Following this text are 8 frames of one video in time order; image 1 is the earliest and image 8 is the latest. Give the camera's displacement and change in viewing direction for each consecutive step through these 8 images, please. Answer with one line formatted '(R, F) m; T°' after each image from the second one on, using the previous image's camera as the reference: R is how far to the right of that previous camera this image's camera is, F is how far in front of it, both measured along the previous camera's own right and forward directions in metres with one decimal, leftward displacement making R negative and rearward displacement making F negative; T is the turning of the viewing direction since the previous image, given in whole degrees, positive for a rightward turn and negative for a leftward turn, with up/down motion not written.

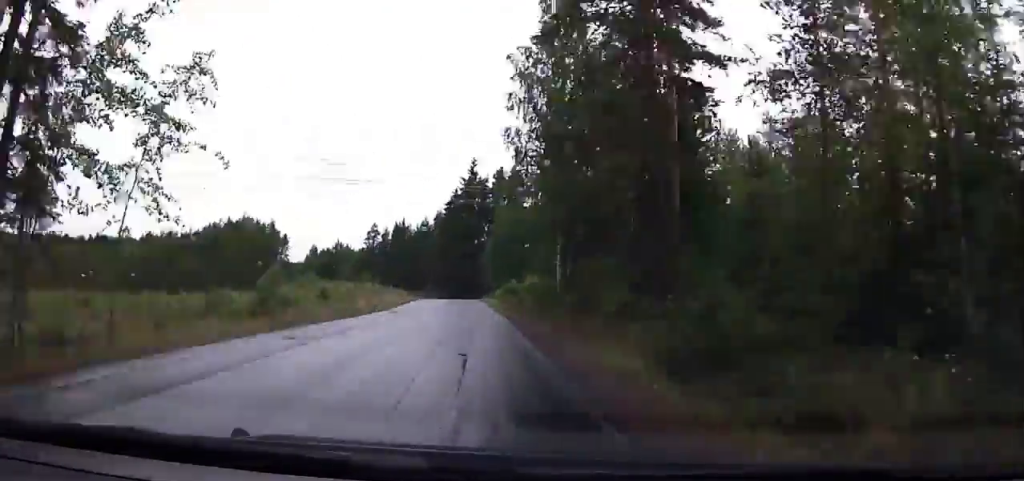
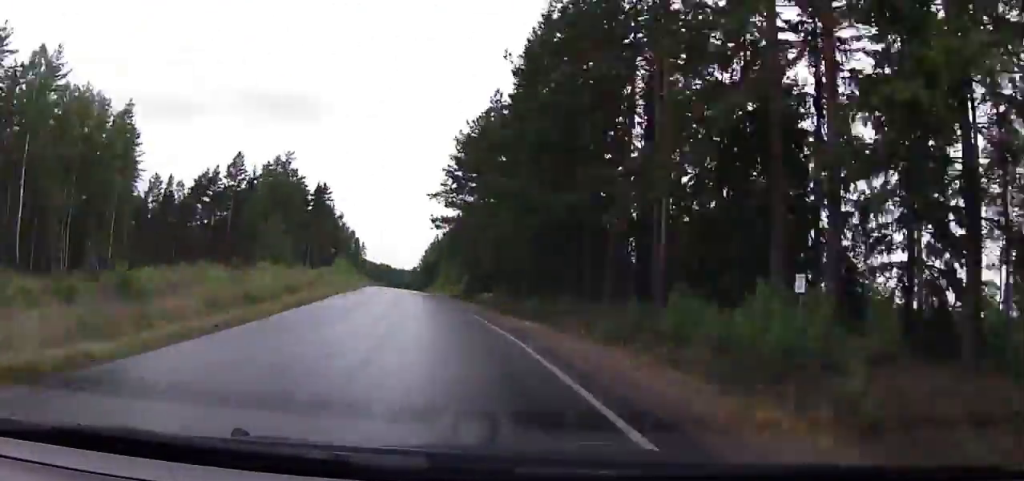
(-19.7, +149.3) m; -10°
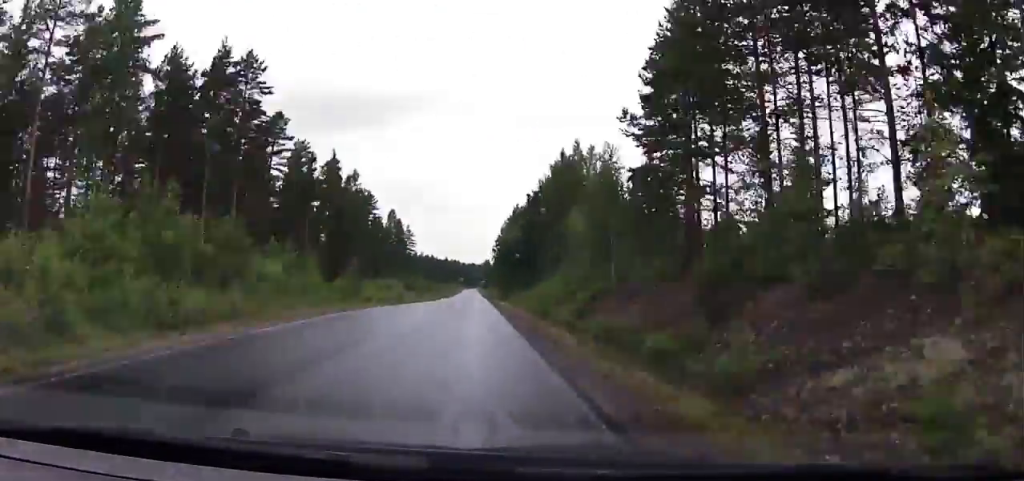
(-3.9, +83.7) m; -4°
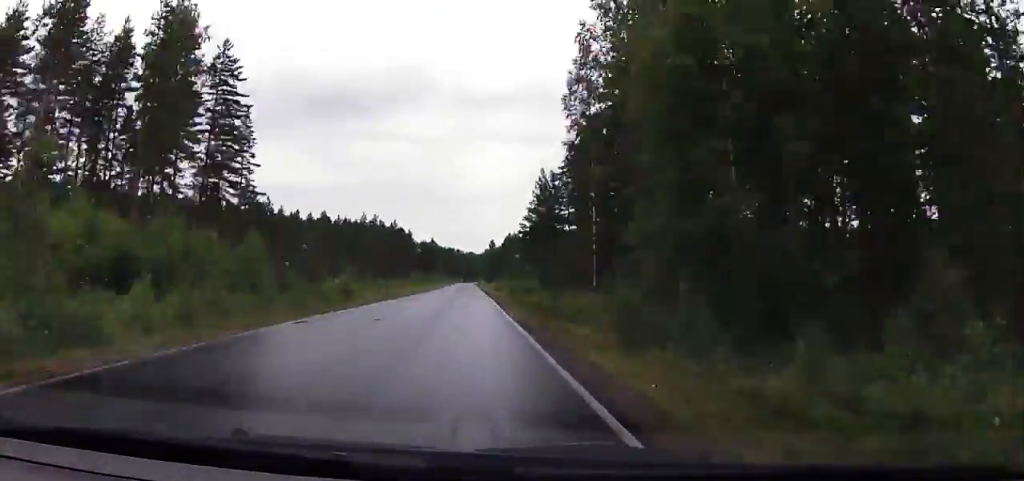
(-6.1, +130.5) m; -2°
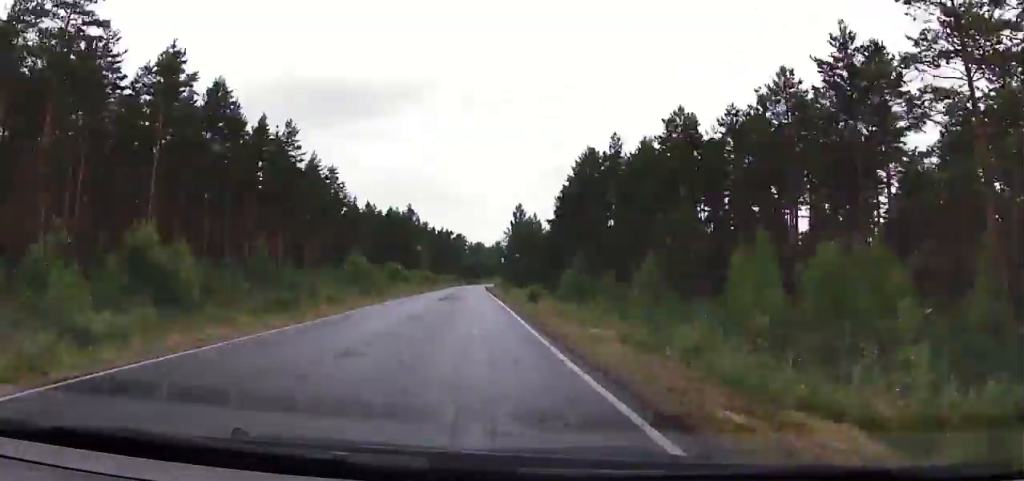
(-0.8, +138.5) m; +2°
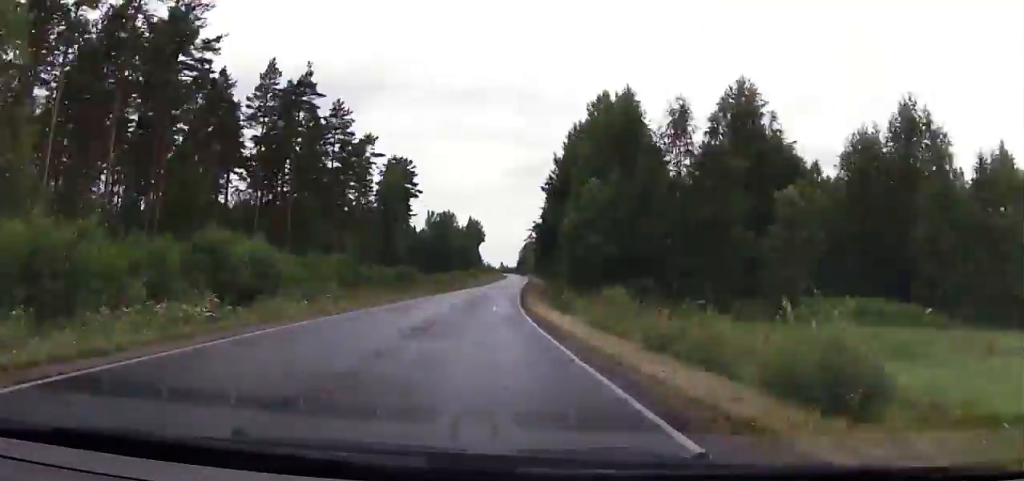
(+4.3, +161.3) m; +3°
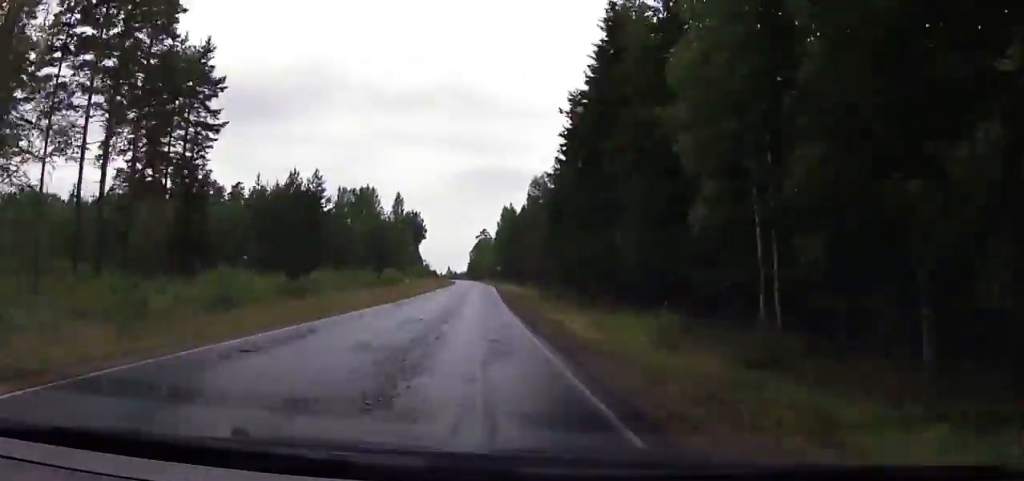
(+2.2, +76.8) m; +1°
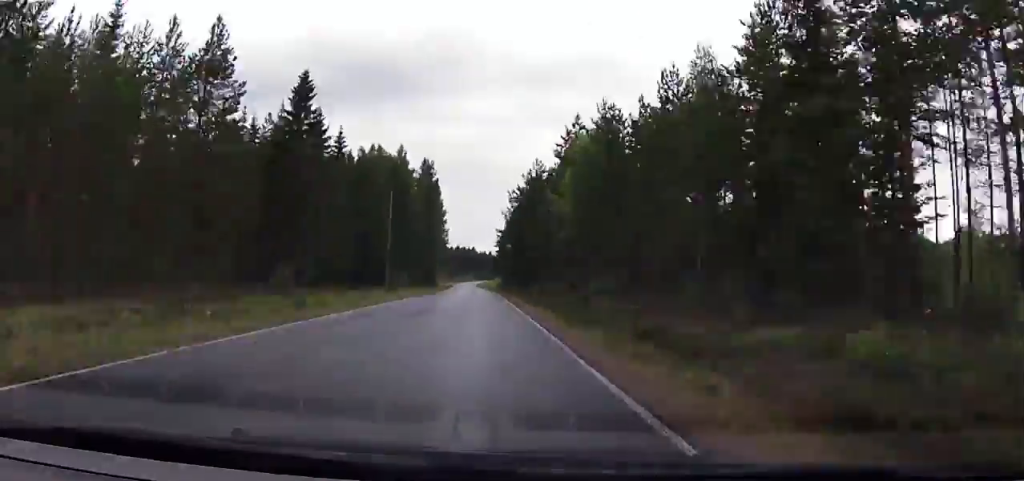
(-48.6, +574.4) m; -12°
